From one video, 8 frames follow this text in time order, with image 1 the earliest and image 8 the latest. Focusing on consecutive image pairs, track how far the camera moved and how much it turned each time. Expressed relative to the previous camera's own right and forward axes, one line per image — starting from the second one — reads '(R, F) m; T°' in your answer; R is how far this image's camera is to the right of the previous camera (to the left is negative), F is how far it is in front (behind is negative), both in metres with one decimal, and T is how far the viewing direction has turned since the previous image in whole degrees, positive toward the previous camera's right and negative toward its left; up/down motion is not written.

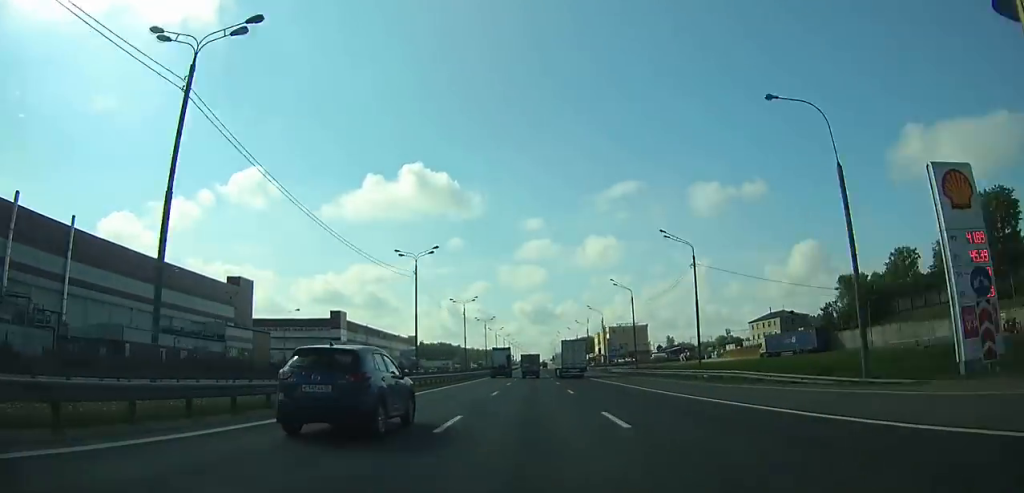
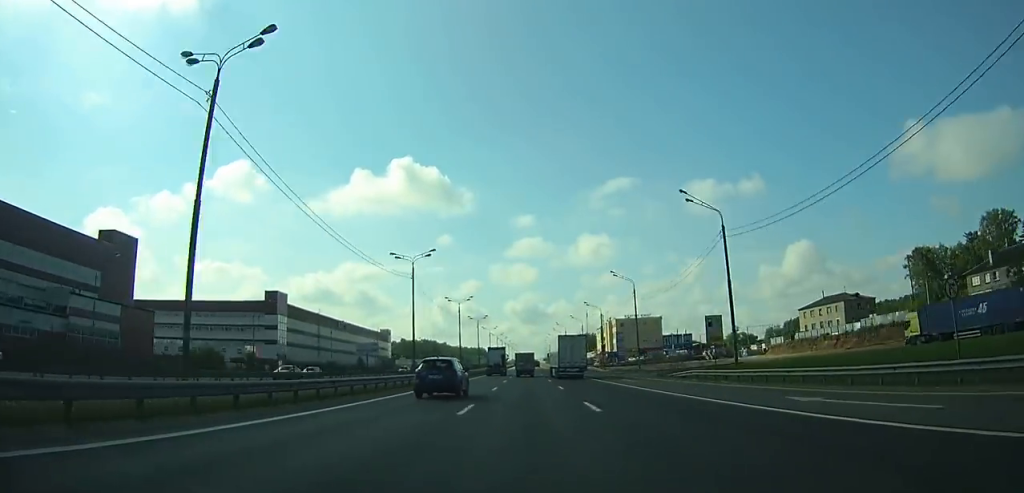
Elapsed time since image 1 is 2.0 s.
(+0.3, +43.0) m; 0°
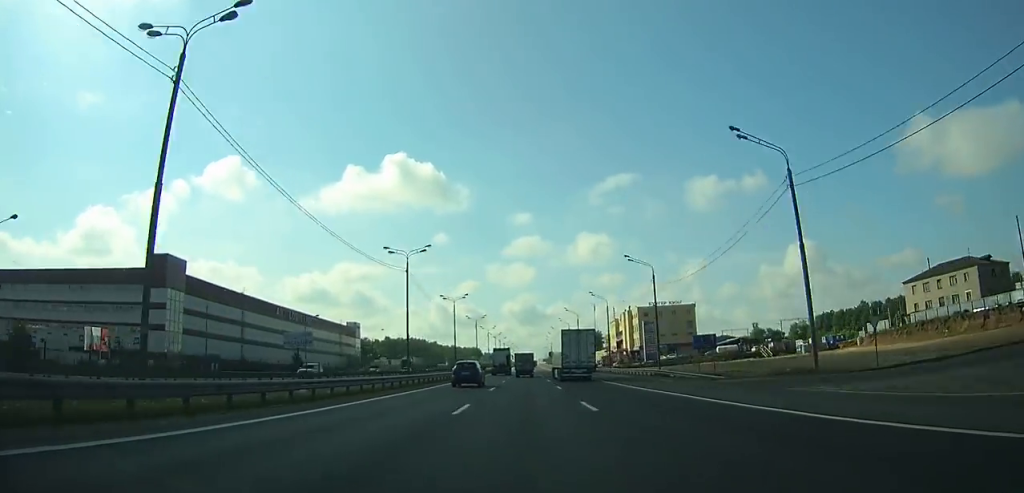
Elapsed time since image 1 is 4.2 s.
(+0.1, +47.4) m; 0°
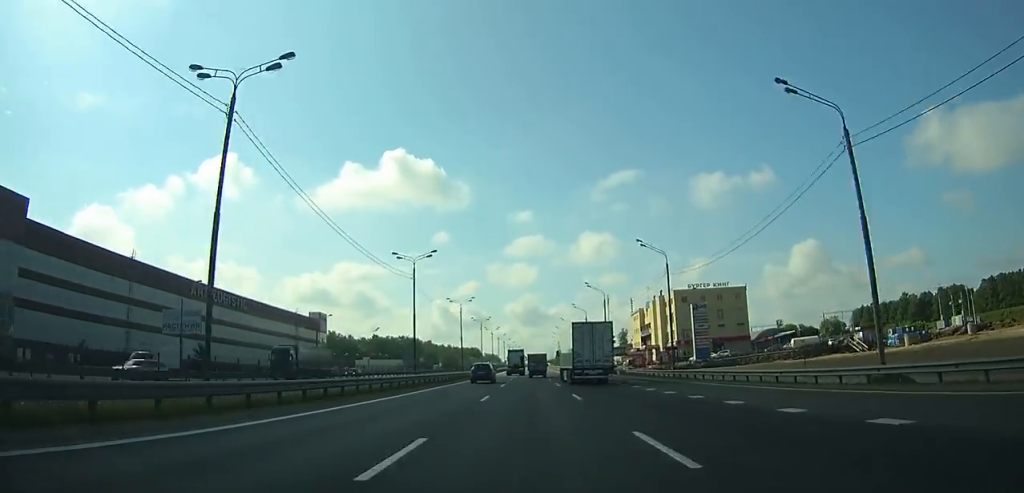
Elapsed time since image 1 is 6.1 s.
(0.0, +41.1) m; 0°
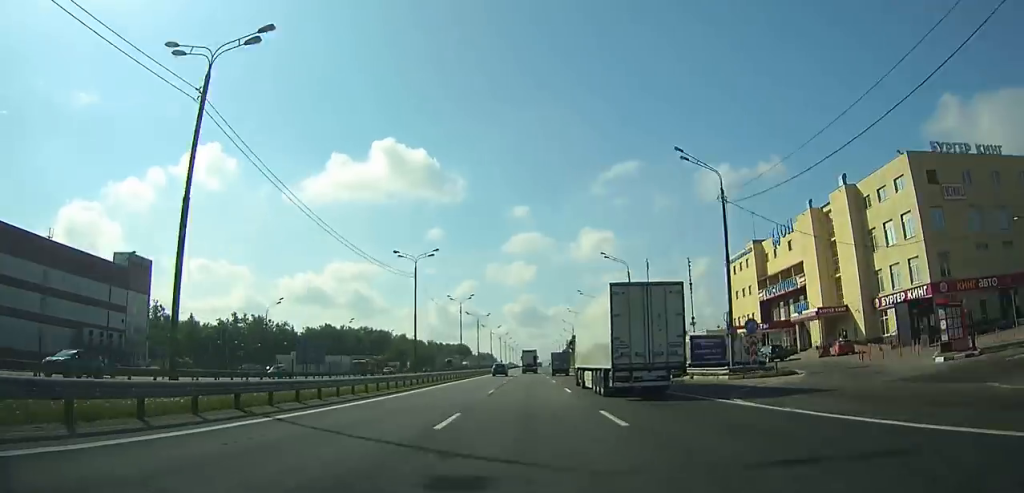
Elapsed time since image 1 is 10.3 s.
(0.0, +91.6) m; 0°
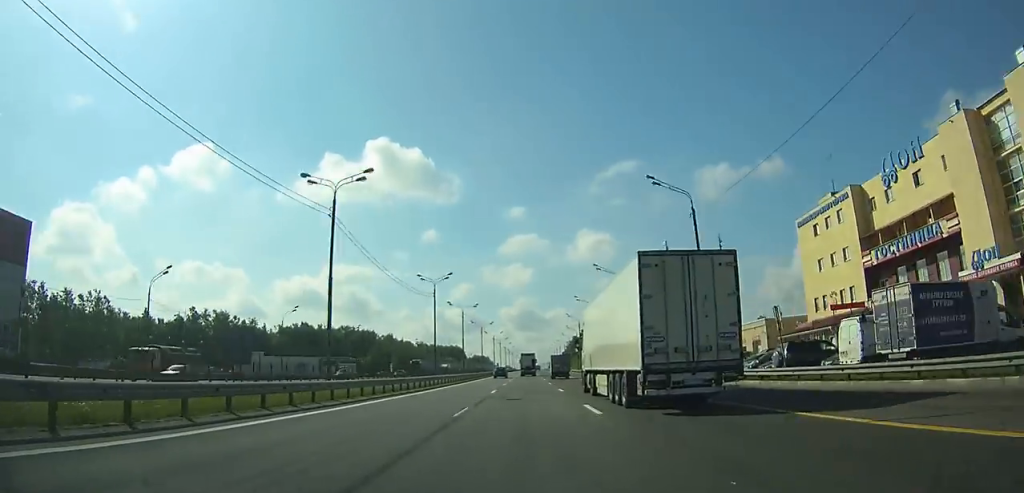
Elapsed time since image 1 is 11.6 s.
(0.0, +28.6) m; 0°
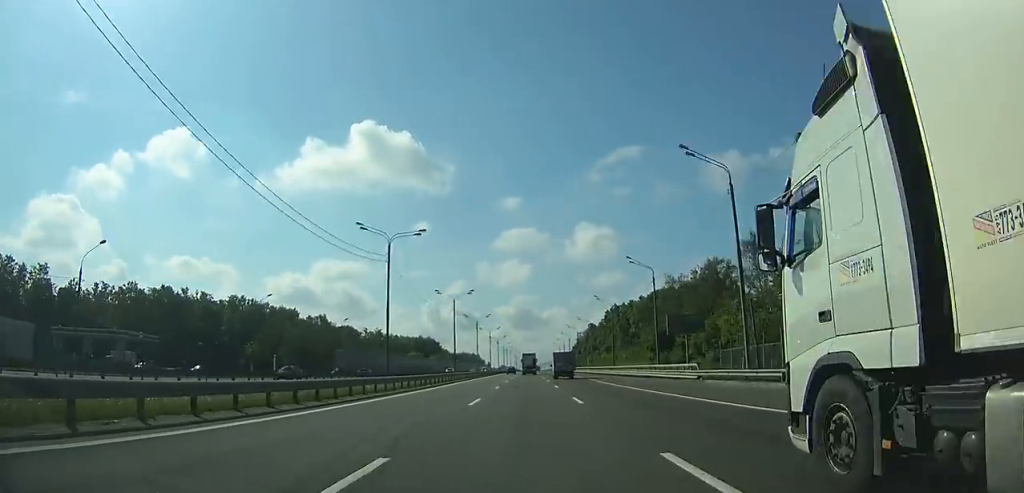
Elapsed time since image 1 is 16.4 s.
(+0.2, +107.8) m; 0°
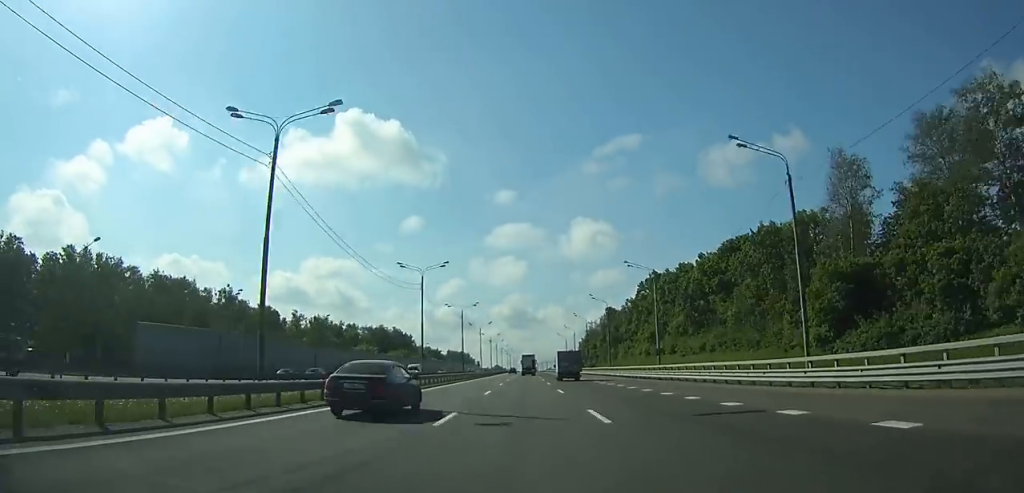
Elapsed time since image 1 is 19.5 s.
(+0.1, +71.4) m; 0°
